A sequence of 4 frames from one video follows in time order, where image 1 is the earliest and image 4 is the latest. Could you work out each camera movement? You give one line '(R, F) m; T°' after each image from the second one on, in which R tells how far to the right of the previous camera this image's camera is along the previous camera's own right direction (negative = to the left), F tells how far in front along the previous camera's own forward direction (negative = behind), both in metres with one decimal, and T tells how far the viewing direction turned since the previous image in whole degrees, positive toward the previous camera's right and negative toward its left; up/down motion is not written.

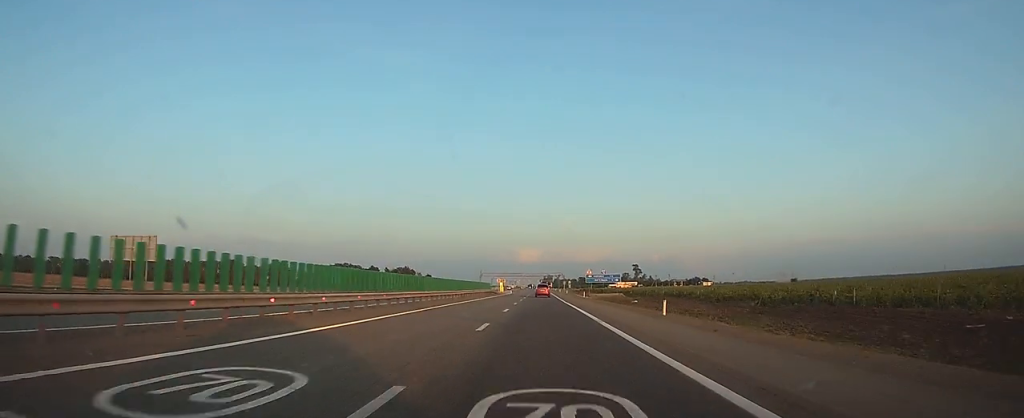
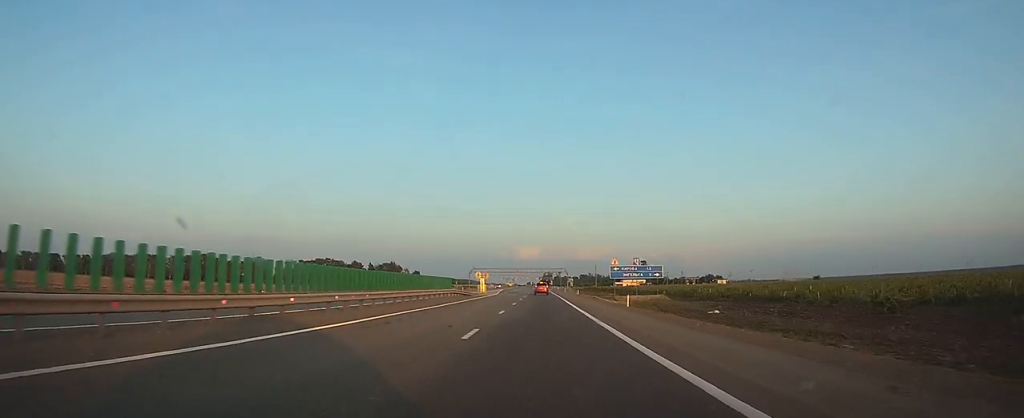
(+0.1, +38.7) m; 0°
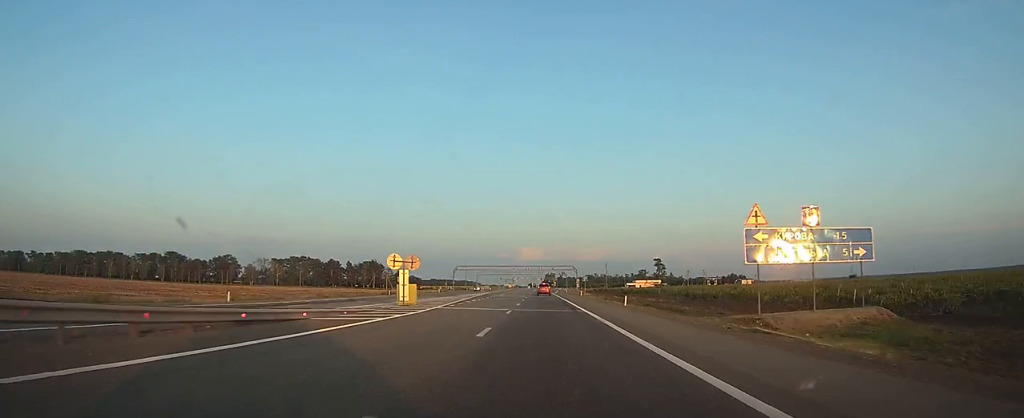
(+0.1, +47.3) m; 0°
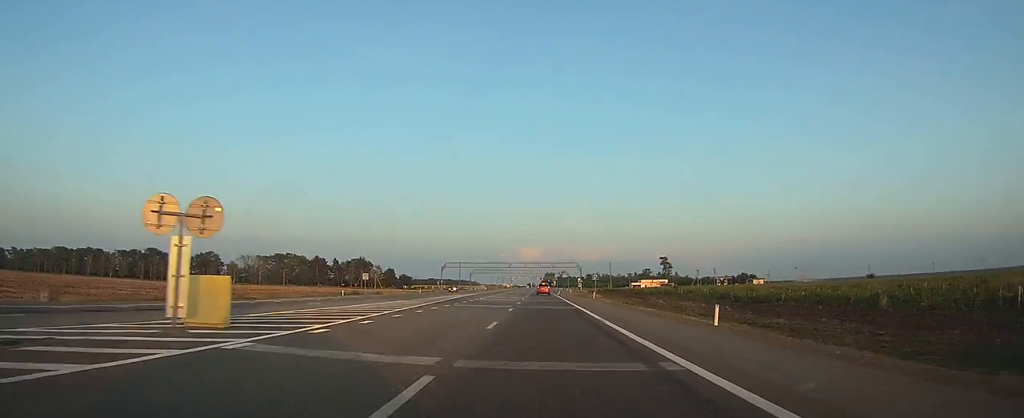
(0.0, +21.5) m; 0°
